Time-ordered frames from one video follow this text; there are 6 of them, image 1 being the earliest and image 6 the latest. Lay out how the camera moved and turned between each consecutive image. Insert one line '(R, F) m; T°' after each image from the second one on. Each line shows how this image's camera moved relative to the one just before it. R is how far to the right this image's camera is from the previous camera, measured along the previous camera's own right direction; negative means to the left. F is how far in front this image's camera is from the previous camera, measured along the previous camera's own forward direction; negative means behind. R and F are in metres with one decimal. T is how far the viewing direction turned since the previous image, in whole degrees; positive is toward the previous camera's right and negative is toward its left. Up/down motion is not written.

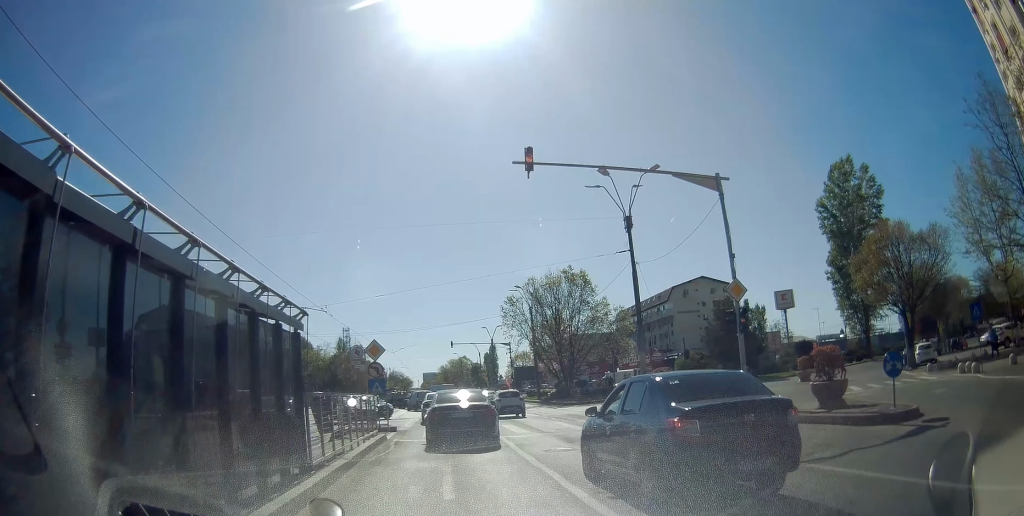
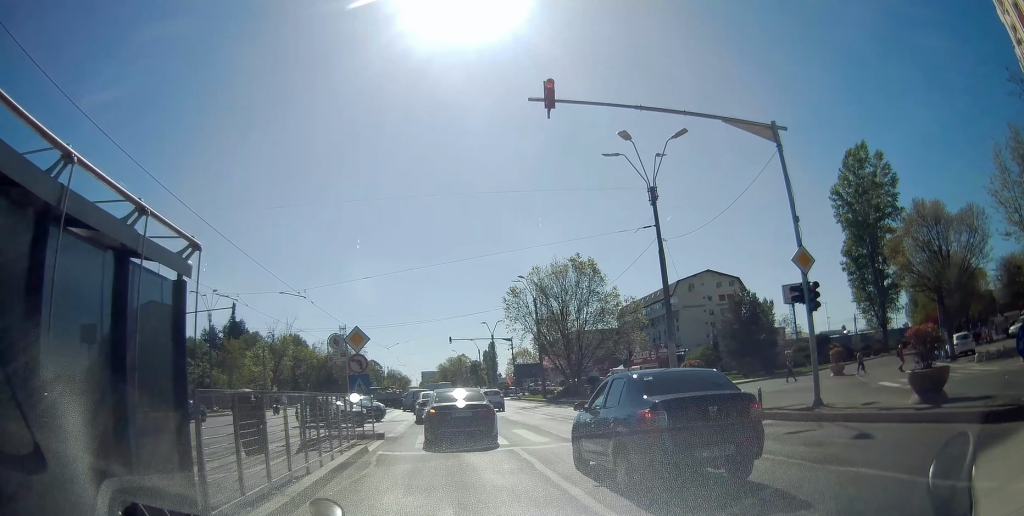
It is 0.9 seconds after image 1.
(-0.4, +4.2) m; 0°
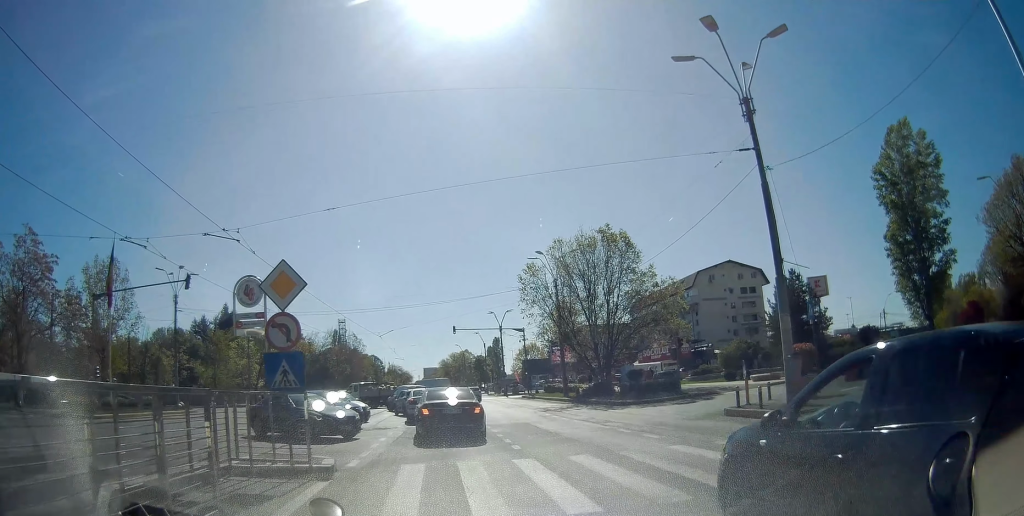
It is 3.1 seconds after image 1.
(+0.4, +9.2) m; -1°
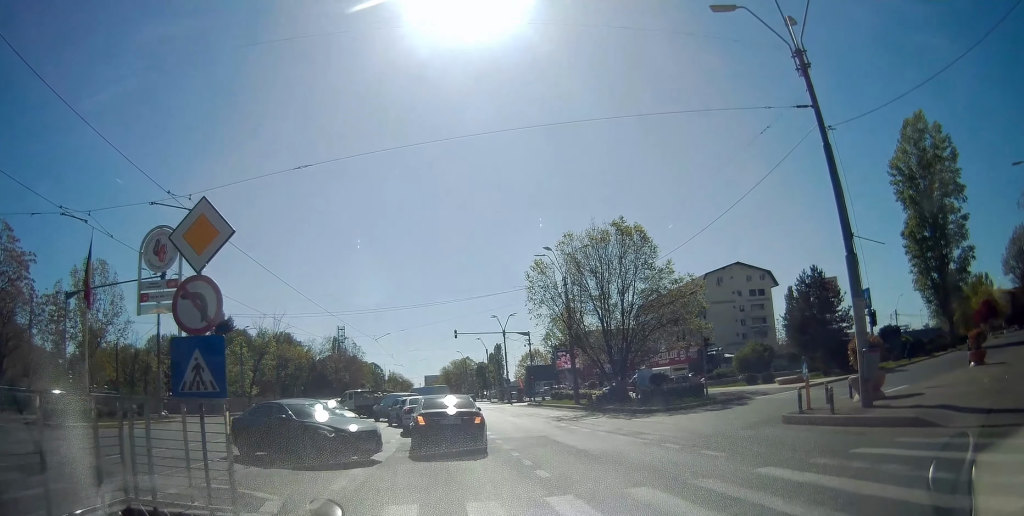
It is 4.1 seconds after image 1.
(0.0, +3.5) m; +1°
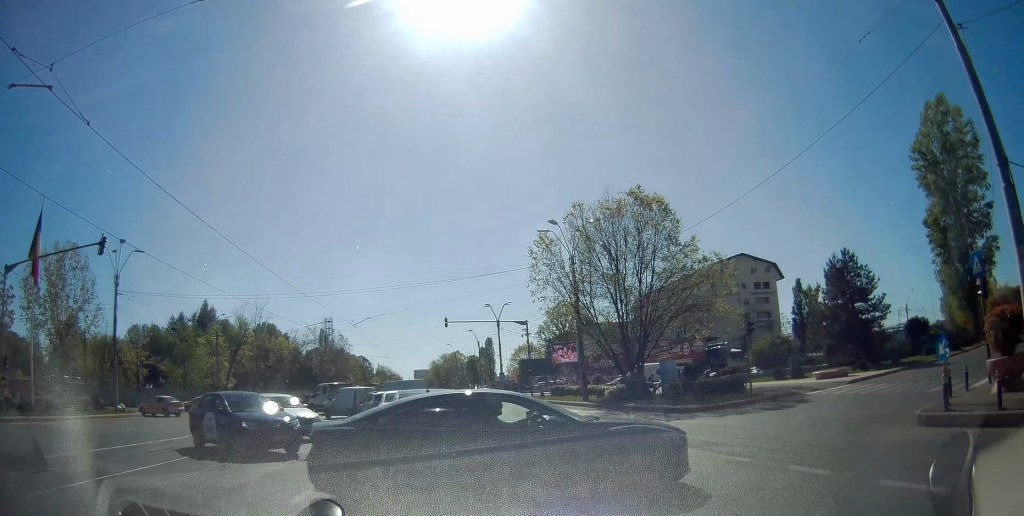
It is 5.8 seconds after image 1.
(+0.2, +6.0) m; +4°
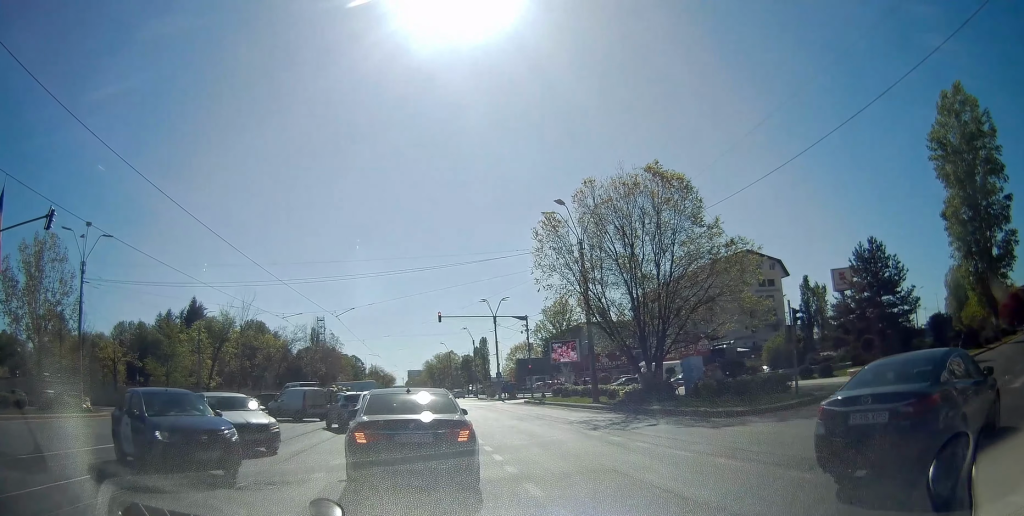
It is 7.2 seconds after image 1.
(+0.2, +4.4) m; +2°
